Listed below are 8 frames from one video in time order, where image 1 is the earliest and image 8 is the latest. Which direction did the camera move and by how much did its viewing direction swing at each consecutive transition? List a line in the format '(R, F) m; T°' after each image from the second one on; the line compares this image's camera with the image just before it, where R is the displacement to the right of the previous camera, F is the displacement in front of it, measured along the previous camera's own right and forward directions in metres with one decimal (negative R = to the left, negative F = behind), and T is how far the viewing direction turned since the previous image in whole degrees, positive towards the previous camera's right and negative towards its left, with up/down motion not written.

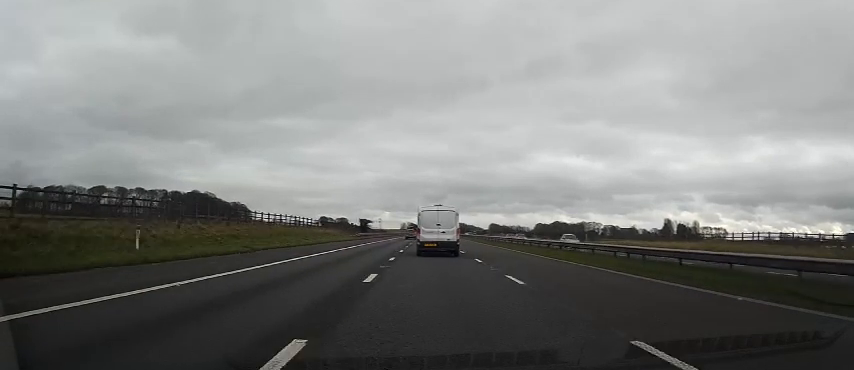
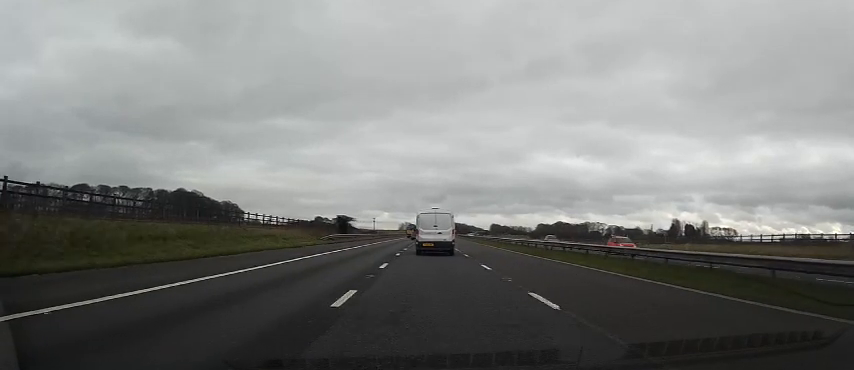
(0.0, +21.3) m; +1°
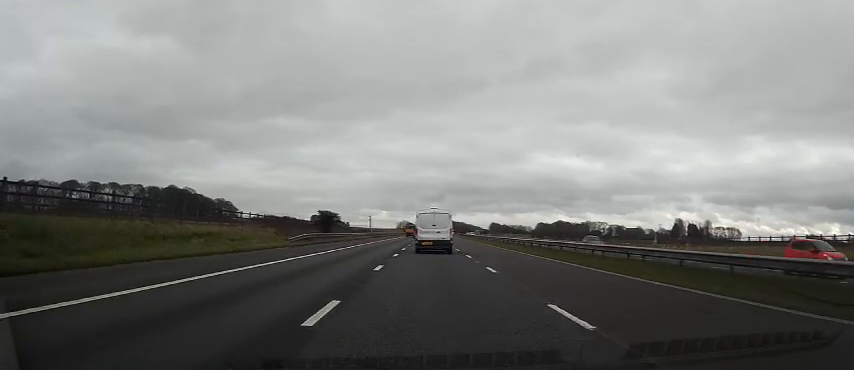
(0.0, +11.2) m; 0°
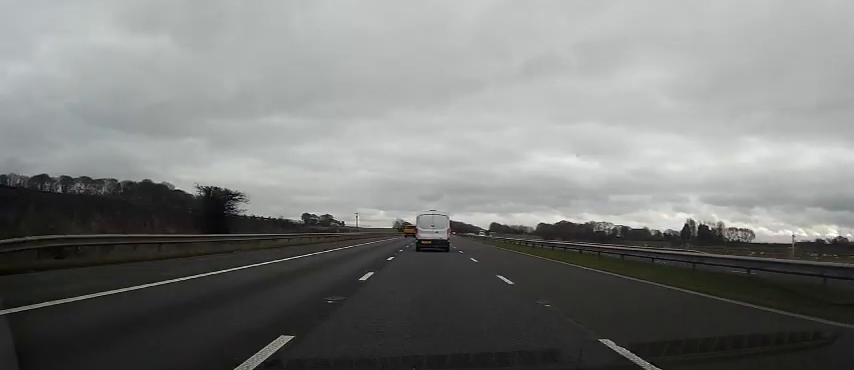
(+0.2, +29.2) m; 0°
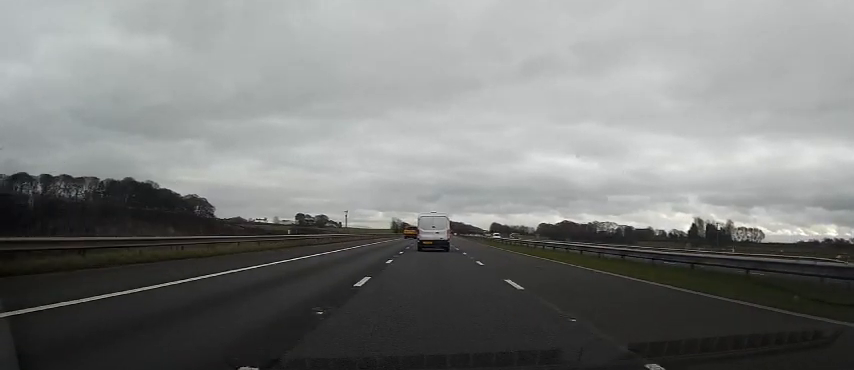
(-0.3, +19.2) m; 0°
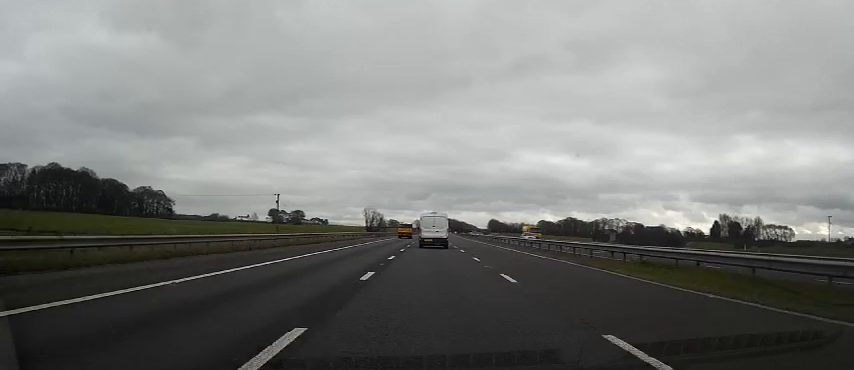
(+0.9, +61.1) m; +1°
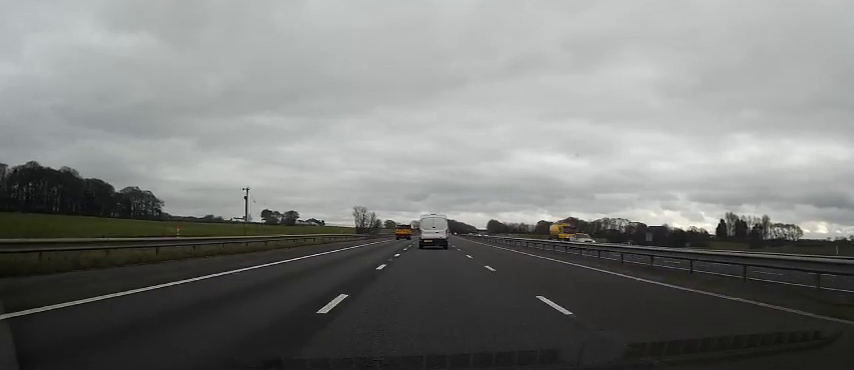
(0.0, +14.0) m; 0°
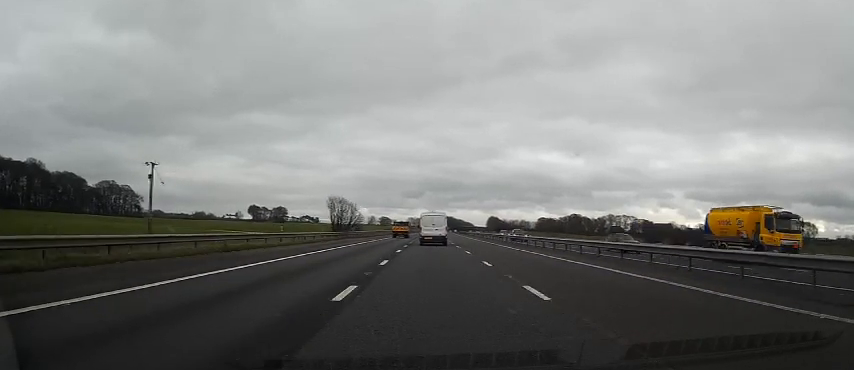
(+0.2, +24.6) m; 0°
